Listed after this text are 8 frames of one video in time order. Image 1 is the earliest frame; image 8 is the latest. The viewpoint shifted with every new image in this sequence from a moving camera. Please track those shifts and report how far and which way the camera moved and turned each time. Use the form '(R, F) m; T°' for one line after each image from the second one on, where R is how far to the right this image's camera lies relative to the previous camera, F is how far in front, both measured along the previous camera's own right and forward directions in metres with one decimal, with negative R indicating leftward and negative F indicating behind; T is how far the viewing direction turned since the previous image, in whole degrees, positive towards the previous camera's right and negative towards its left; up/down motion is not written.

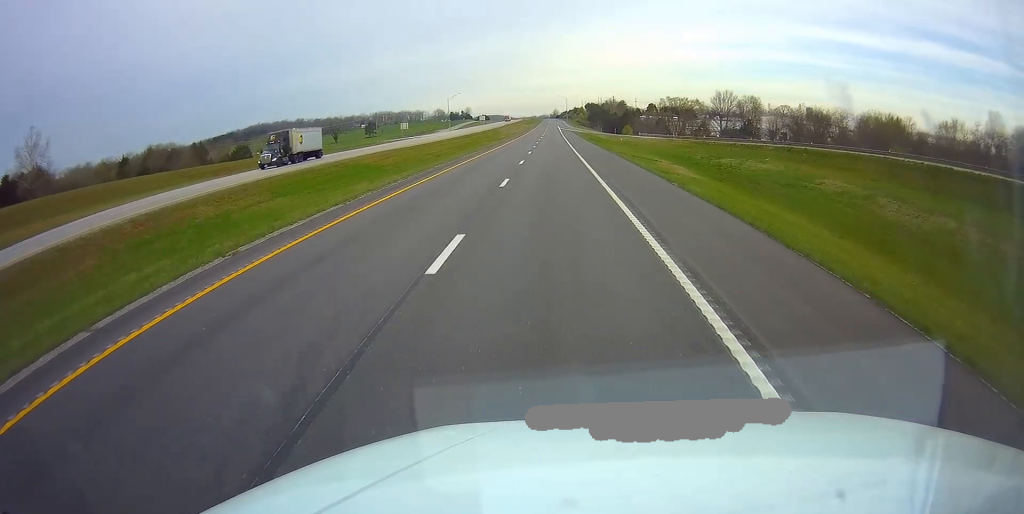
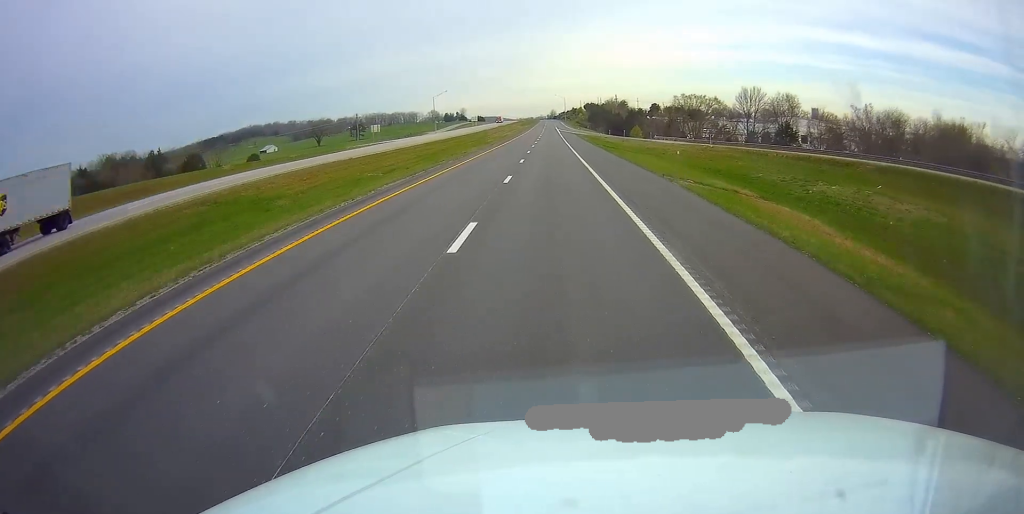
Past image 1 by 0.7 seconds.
(-0.2, +22.7) m; 0°
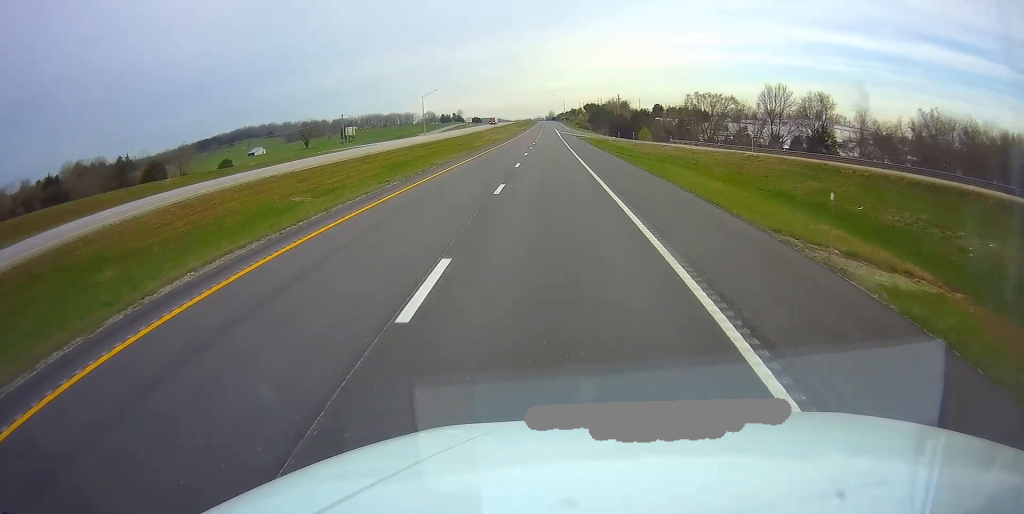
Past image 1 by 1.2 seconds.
(0.0, +15.5) m; 0°
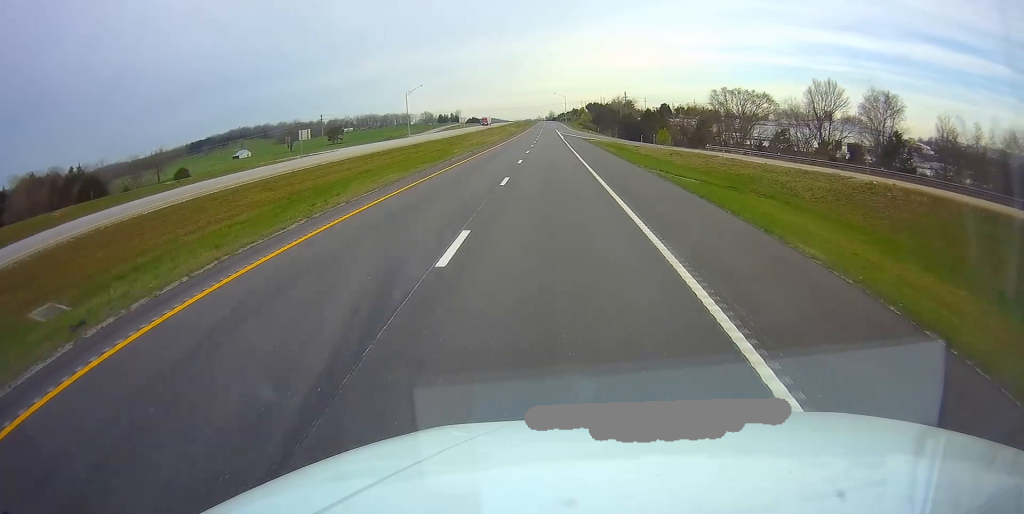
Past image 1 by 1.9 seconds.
(+0.2, +21.7) m; 0°
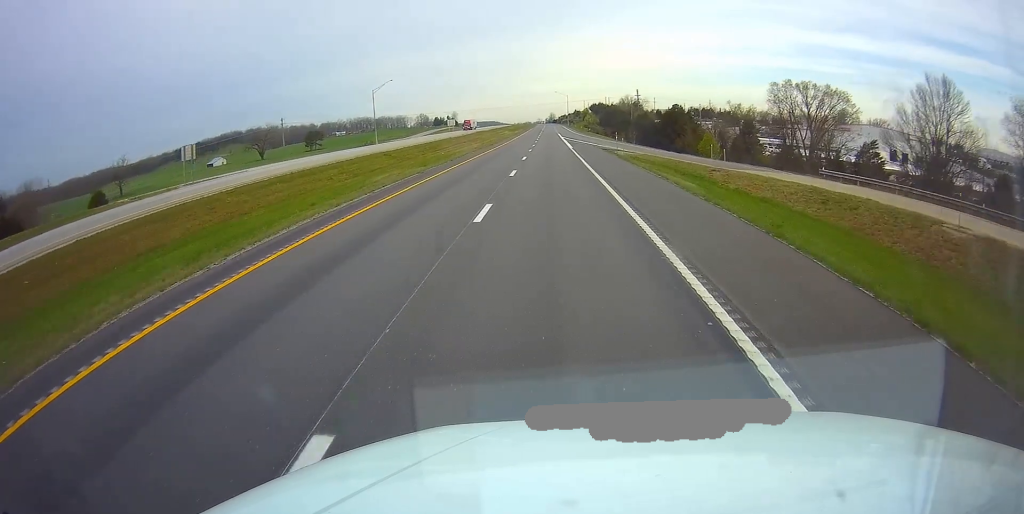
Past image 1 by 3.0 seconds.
(-0.4, +32.2) m; 0°
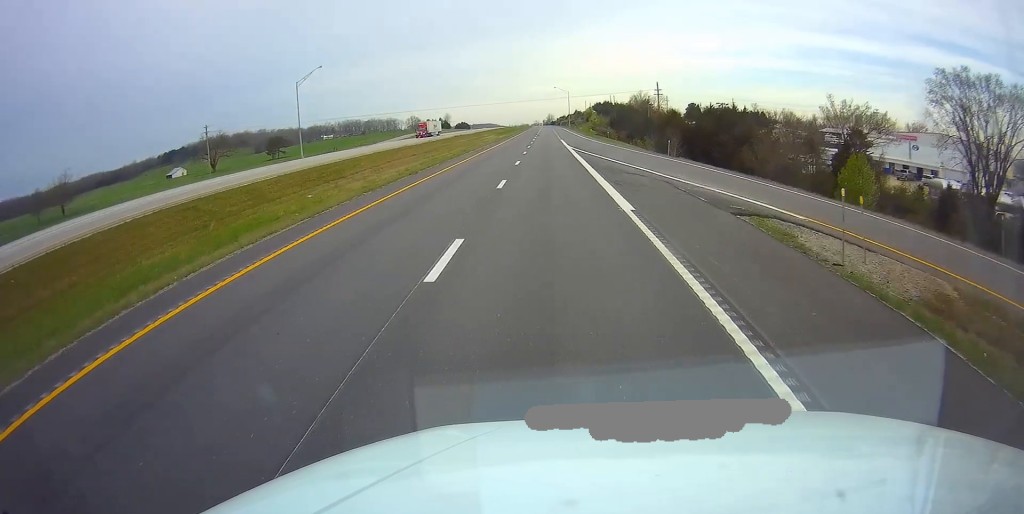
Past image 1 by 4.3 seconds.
(+0.6, +41.3) m; 0°
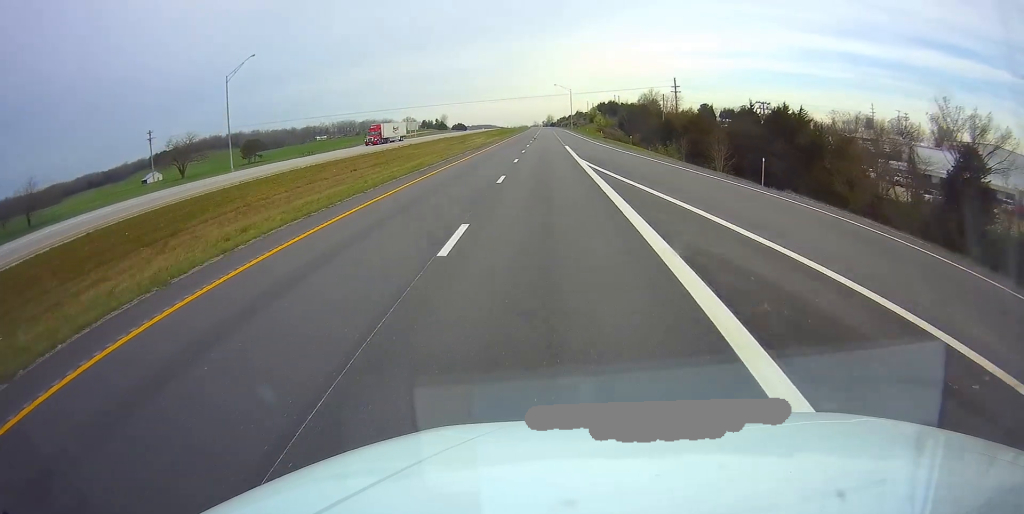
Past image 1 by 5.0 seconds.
(0.0, +22.7) m; -1°
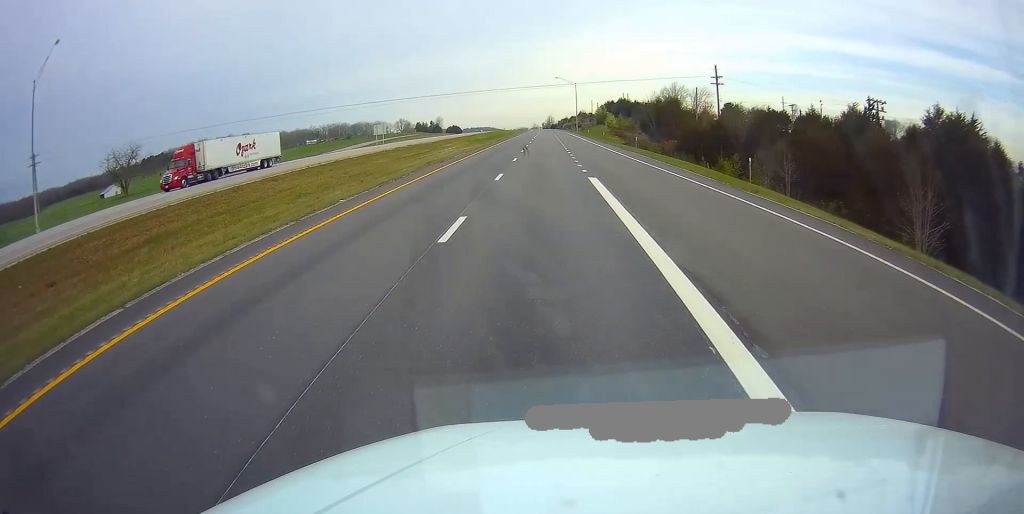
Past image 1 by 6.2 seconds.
(-0.3, +35.1) m; 0°
